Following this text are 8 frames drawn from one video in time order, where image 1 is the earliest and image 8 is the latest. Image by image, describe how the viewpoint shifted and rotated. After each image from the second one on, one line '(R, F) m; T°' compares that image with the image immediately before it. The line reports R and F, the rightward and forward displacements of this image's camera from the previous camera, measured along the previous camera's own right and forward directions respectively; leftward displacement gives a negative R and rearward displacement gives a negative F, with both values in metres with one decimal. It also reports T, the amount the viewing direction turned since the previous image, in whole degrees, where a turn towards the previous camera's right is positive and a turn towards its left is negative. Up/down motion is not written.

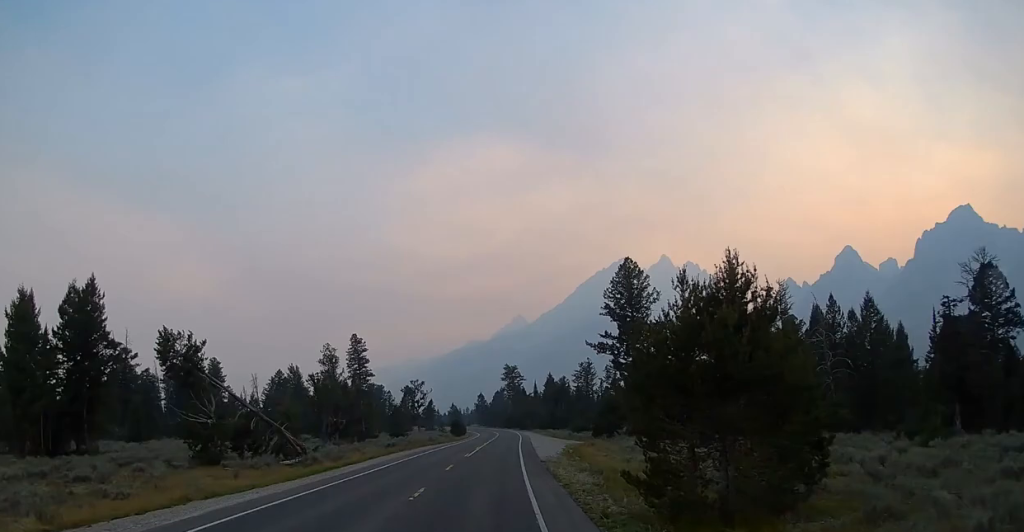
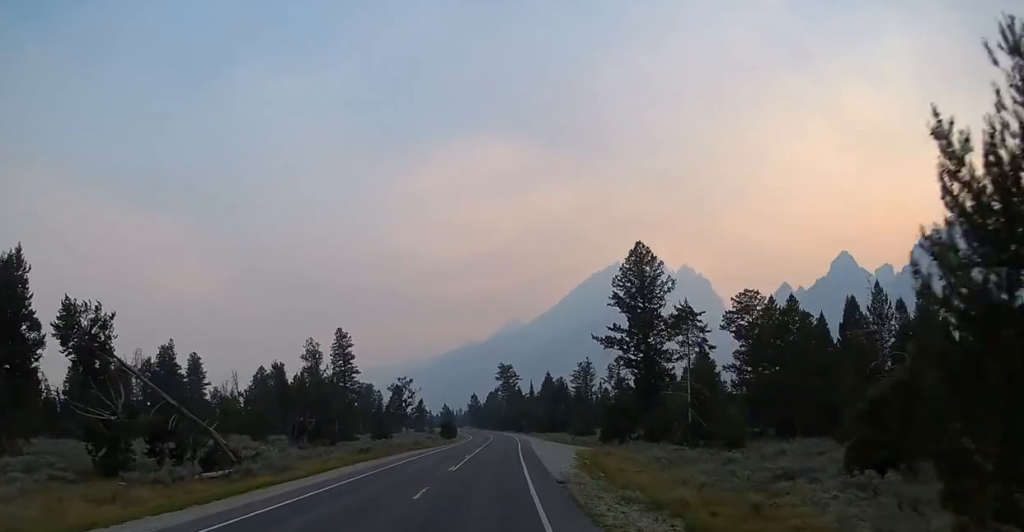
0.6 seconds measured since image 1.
(0.0, +11.0) m; 0°
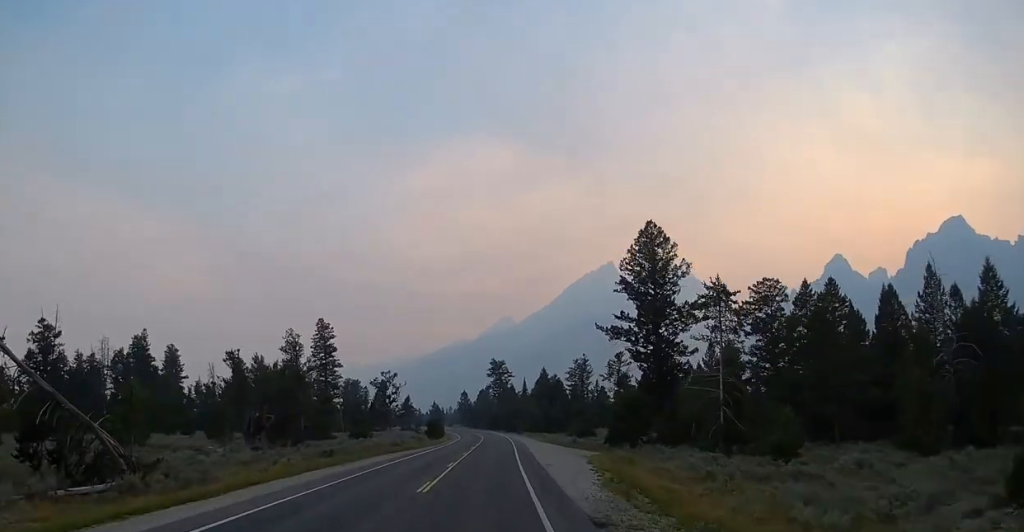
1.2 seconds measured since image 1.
(+0.1, +10.9) m; 0°
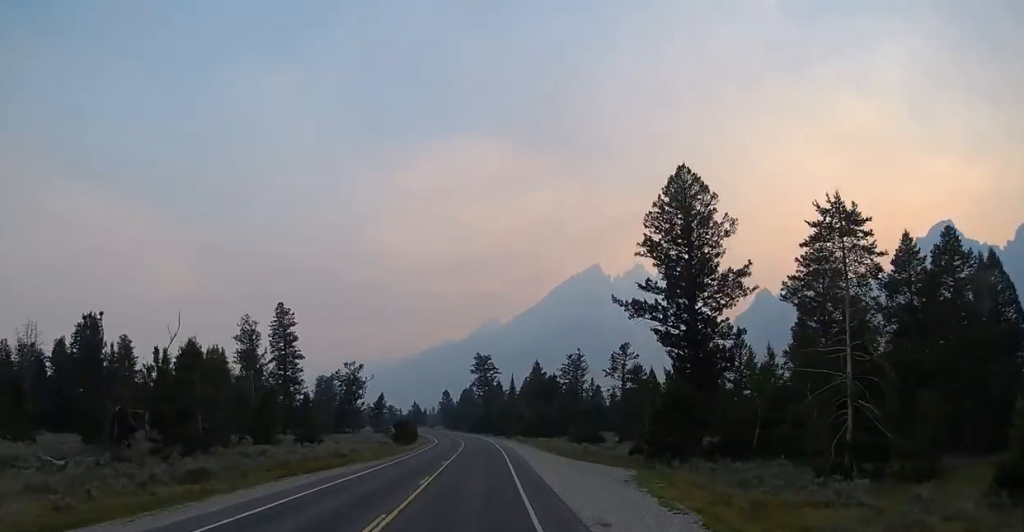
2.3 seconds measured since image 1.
(+0.2, +21.3) m; +1°
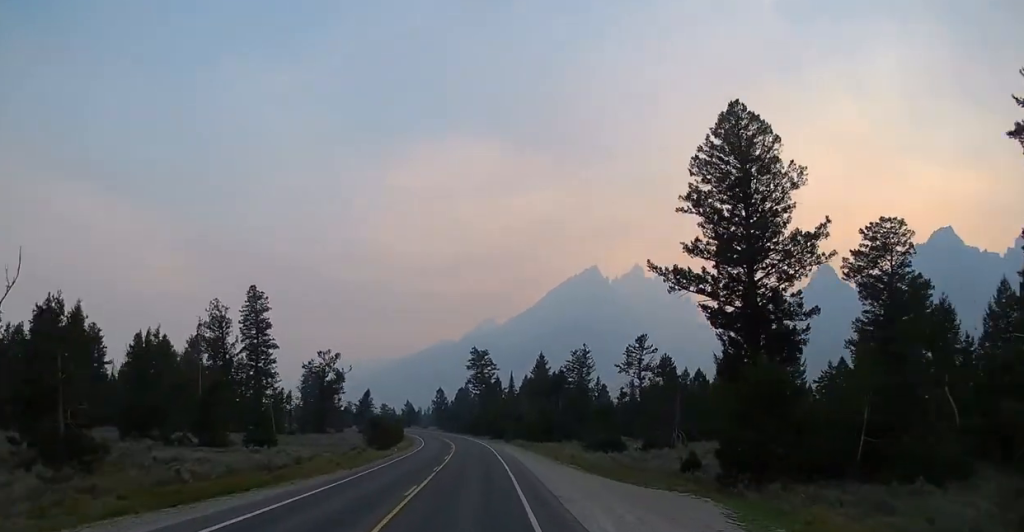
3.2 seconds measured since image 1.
(+0.1, +15.2) m; +1°
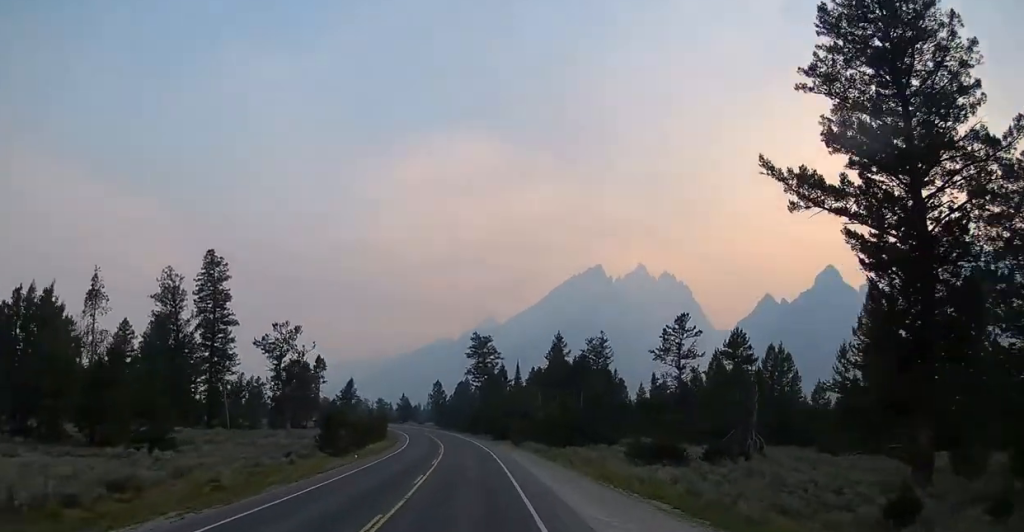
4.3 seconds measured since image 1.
(+0.3, +20.2) m; -1°
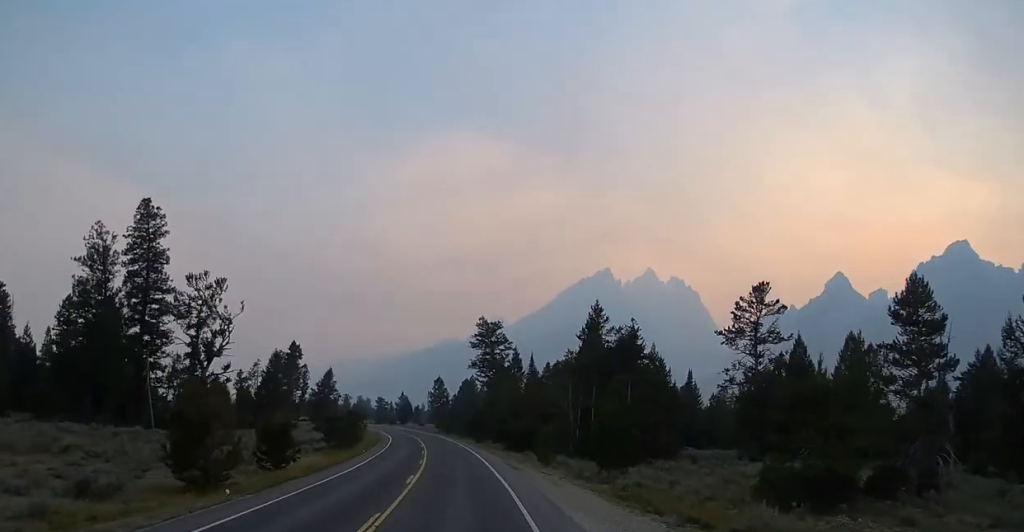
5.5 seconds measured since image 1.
(-0.7, +23.2) m; -2°
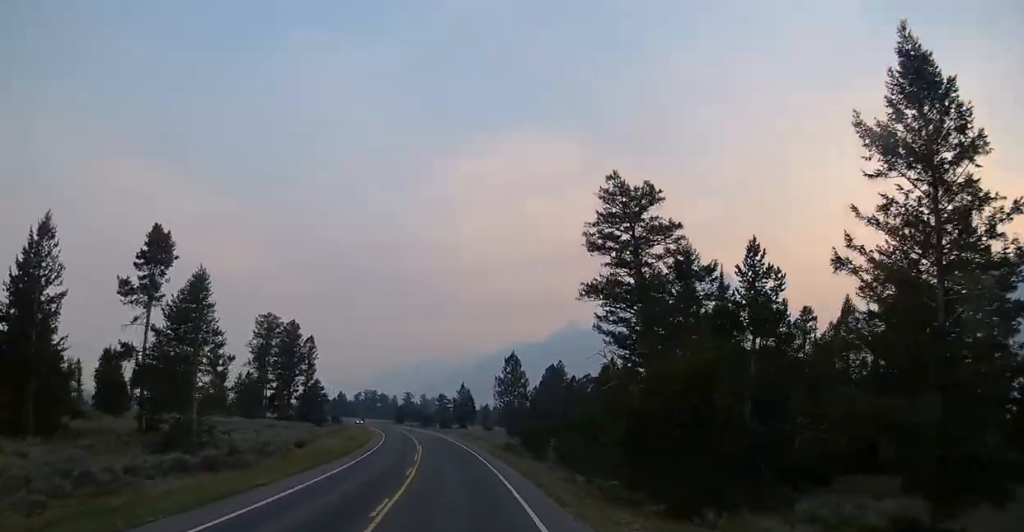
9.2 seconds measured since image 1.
(-1.4, +69.8) m; -4°
